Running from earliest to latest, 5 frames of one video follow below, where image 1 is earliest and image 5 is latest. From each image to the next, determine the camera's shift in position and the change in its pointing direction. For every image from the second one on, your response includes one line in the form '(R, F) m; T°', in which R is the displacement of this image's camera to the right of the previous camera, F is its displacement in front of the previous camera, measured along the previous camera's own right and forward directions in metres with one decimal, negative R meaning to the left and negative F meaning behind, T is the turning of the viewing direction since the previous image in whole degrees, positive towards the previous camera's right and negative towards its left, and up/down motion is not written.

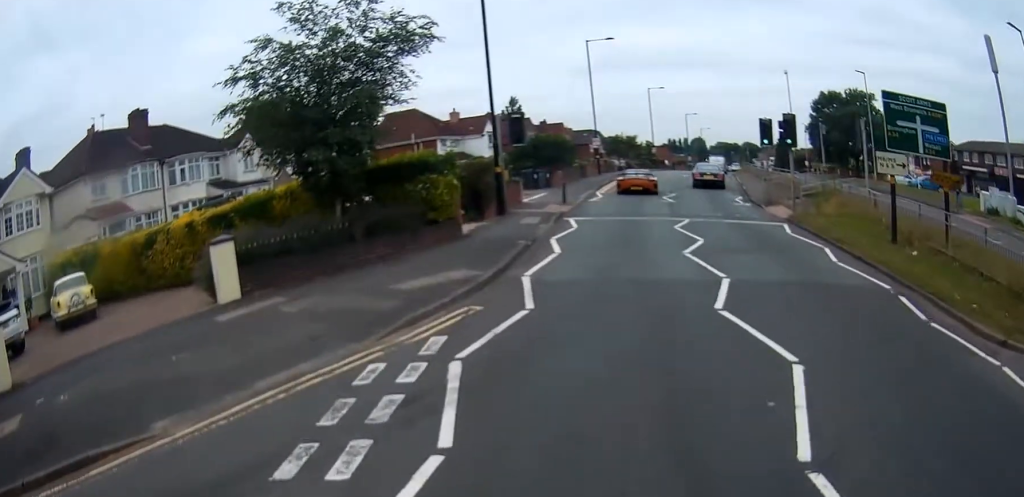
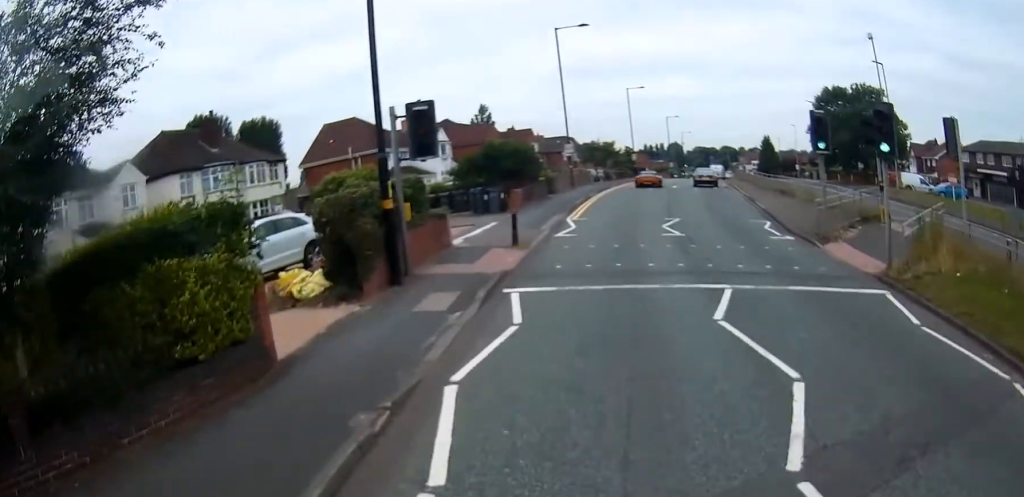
(+0.3, +8.4) m; -4°
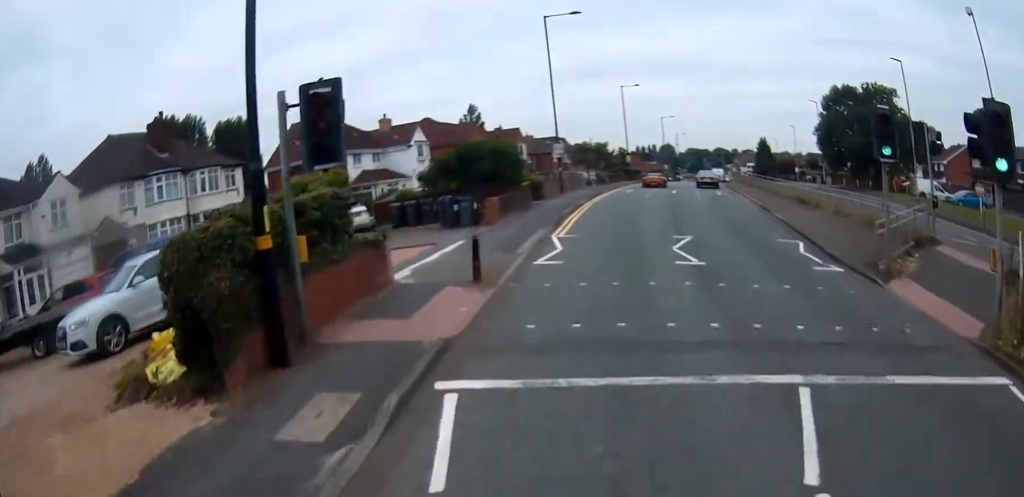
(-0.3, +4.1) m; 0°
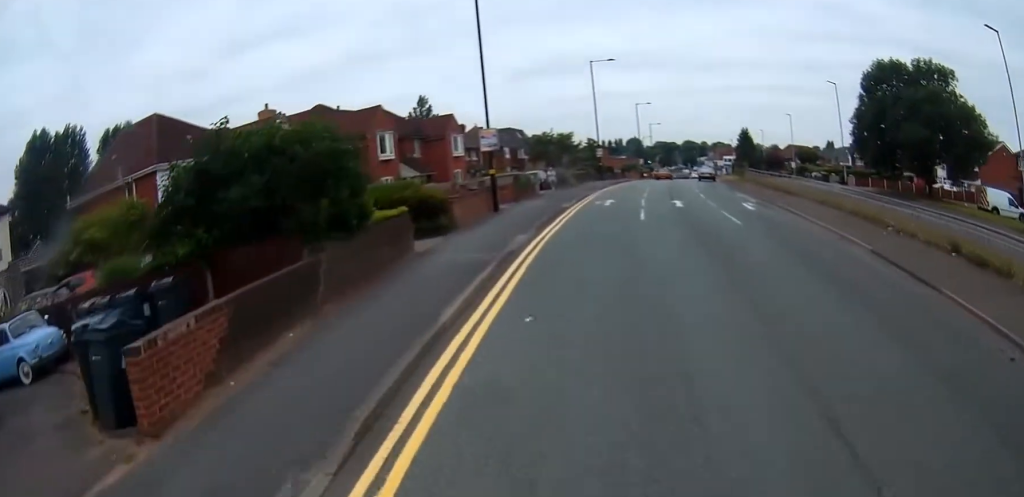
(+0.3, +16.1) m; 0°
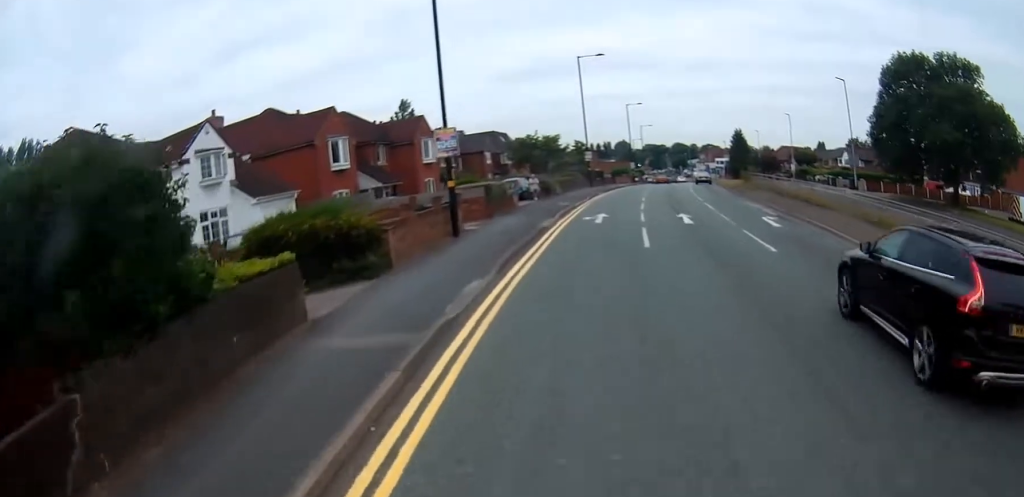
(0.0, +5.2) m; 0°
